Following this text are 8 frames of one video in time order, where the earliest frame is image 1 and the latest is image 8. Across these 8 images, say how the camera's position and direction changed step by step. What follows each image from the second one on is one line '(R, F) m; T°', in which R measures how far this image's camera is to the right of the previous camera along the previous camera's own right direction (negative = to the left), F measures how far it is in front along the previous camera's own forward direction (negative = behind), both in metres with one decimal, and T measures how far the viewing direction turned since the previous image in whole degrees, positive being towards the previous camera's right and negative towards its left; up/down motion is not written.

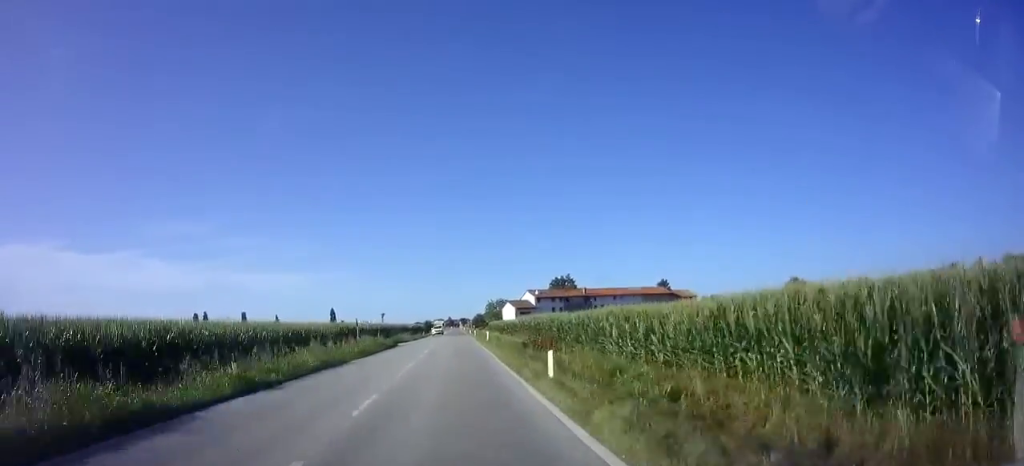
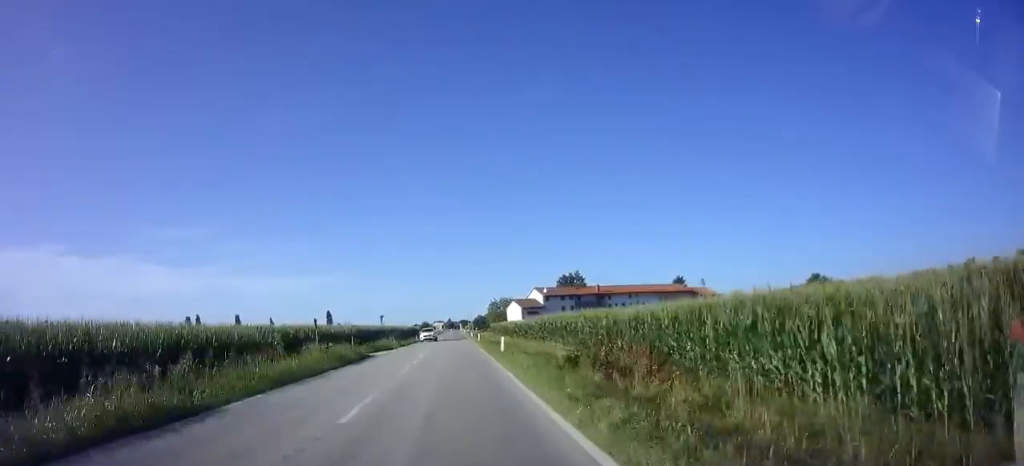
(0.0, +13.0) m; 0°
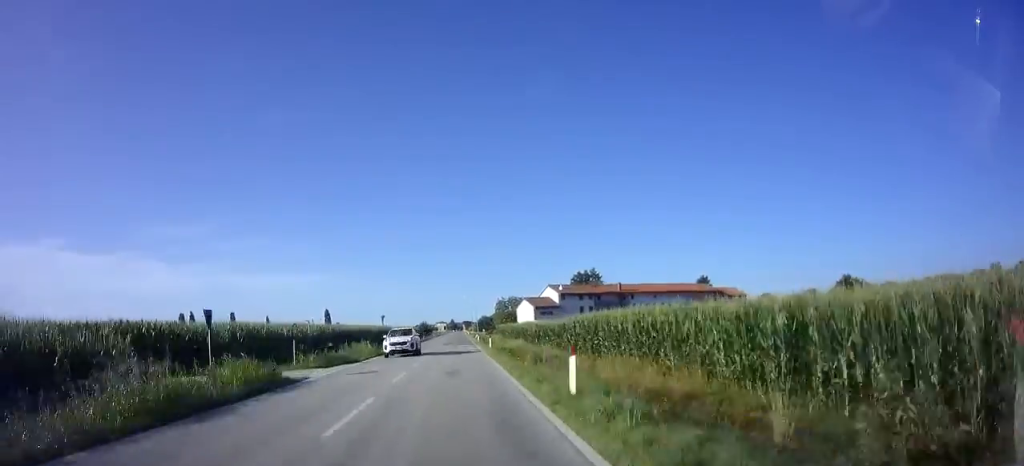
(0.0, +14.6) m; 0°
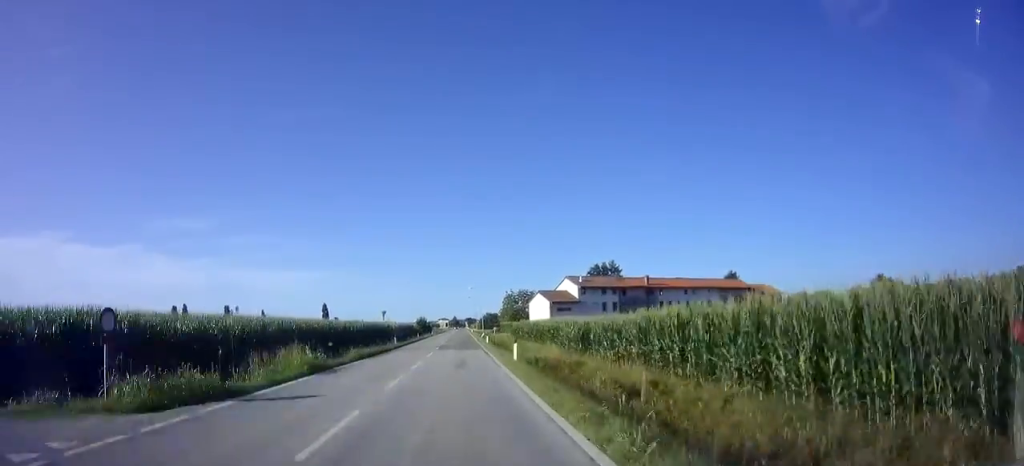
(0.0, +14.6) m; 0°
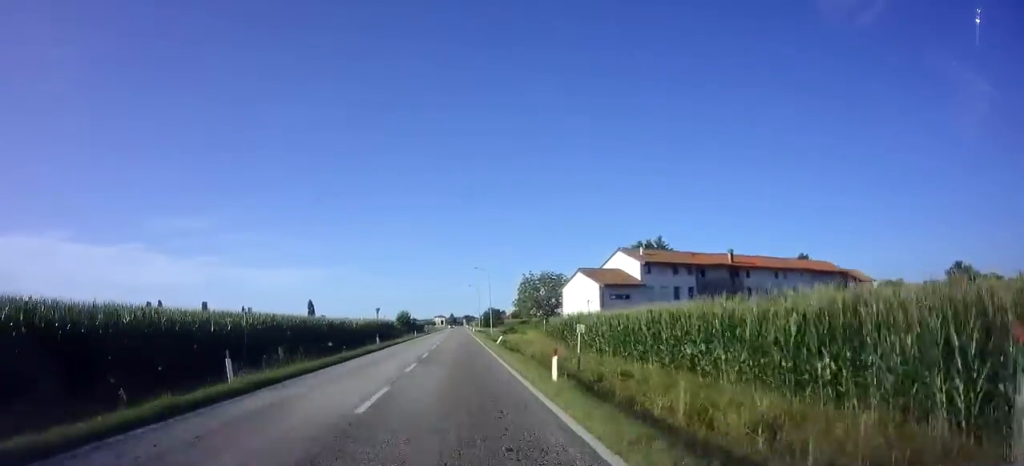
(0.0, +32.5) m; 0°
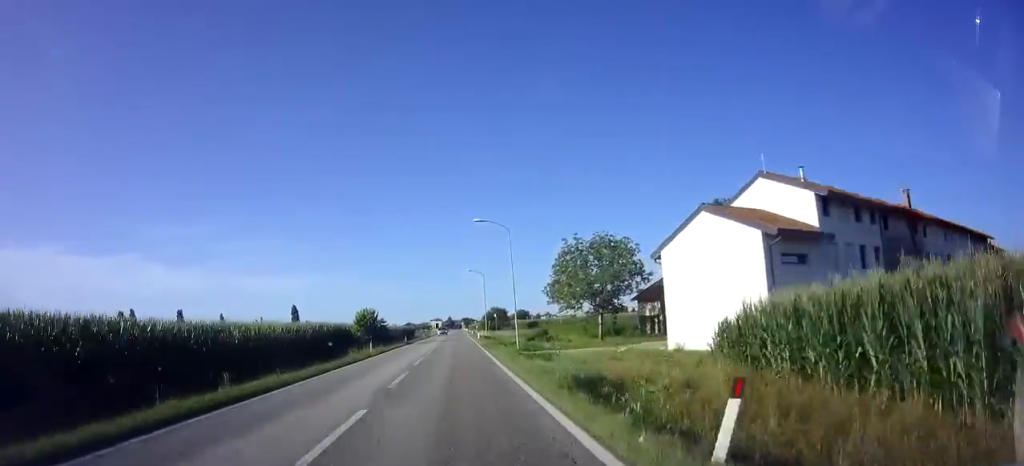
(+0.1, +30.8) m; 0°
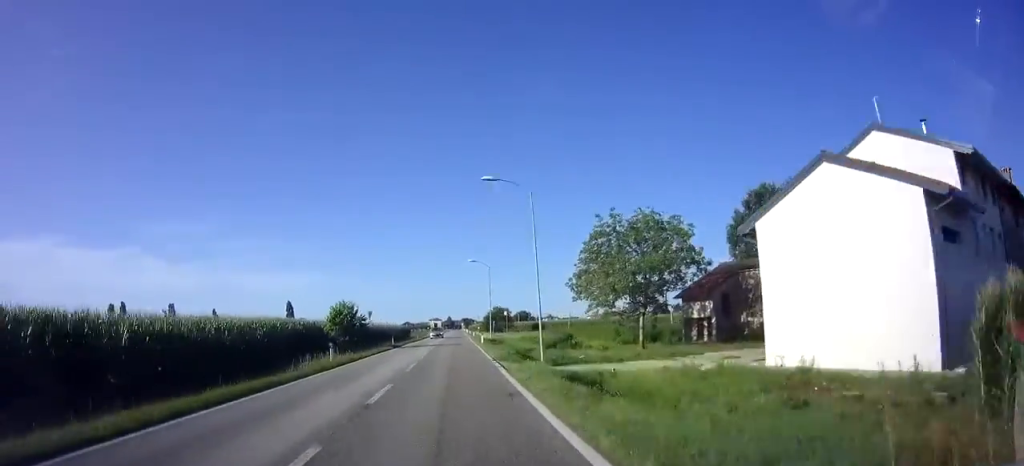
(0.0, +10.3) m; 0°
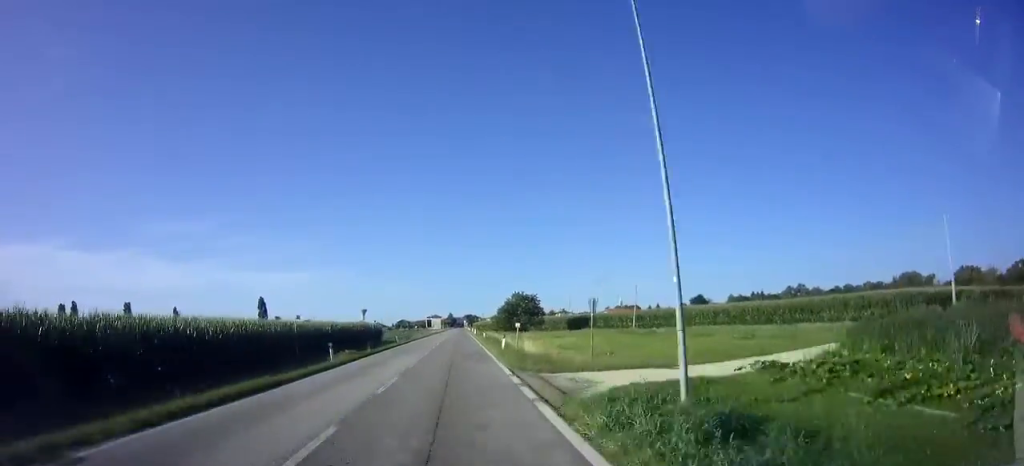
(+0.3, +49.1) m; 0°
